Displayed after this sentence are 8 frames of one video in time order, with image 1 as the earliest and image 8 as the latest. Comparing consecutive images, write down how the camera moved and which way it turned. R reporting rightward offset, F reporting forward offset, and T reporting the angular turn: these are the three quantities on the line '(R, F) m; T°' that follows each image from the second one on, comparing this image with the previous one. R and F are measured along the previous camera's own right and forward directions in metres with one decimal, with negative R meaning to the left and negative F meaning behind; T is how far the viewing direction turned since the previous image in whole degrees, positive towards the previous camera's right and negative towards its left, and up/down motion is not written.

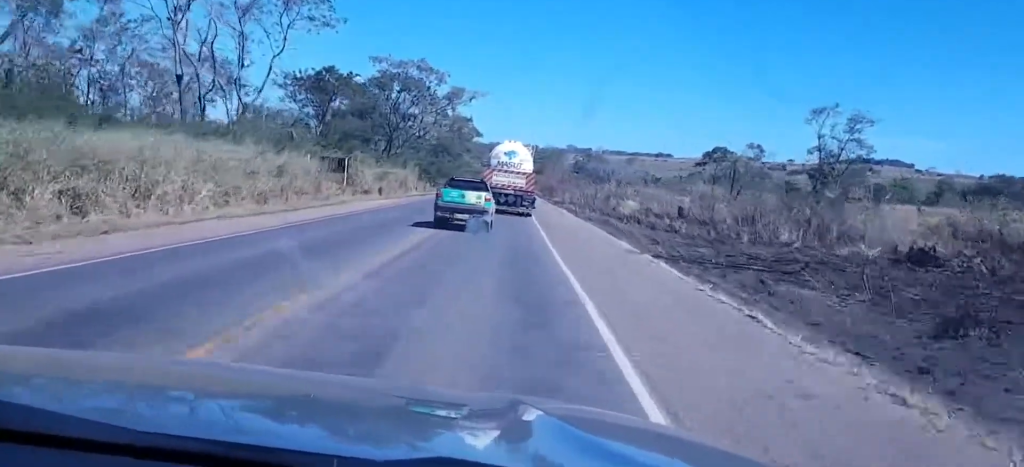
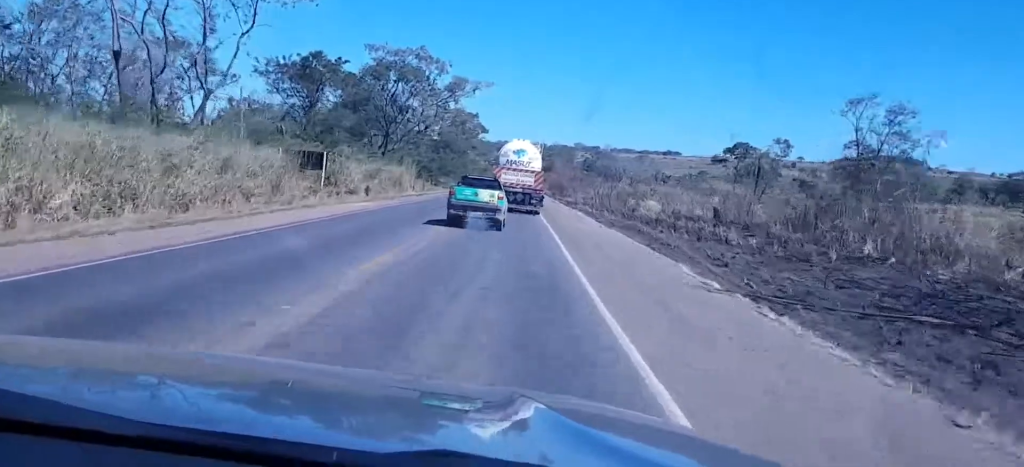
(-0.2, +10.0) m; -1°
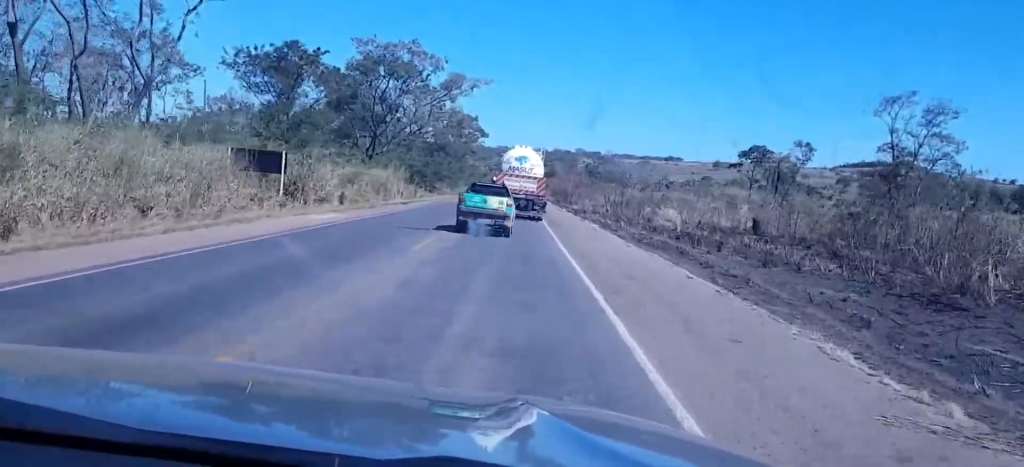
(-0.1, +9.1) m; -1°
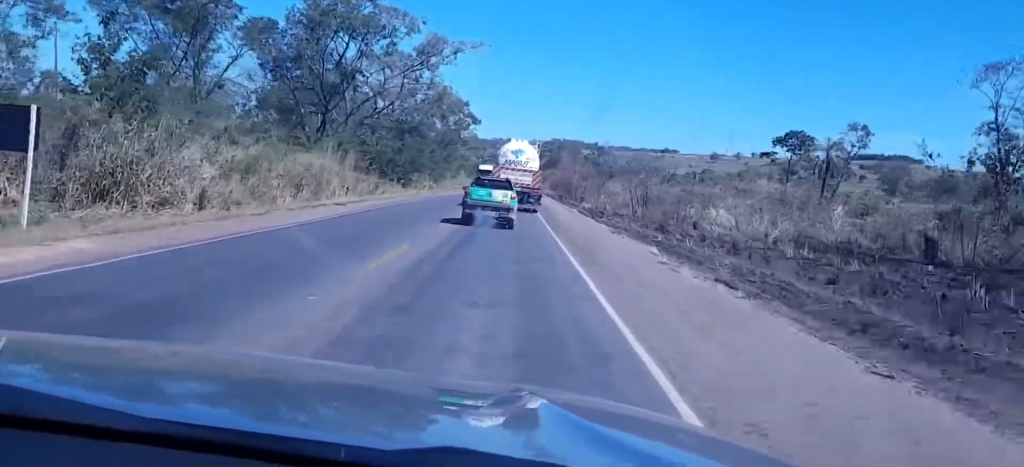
(-0.2, +21.2) m; +1°
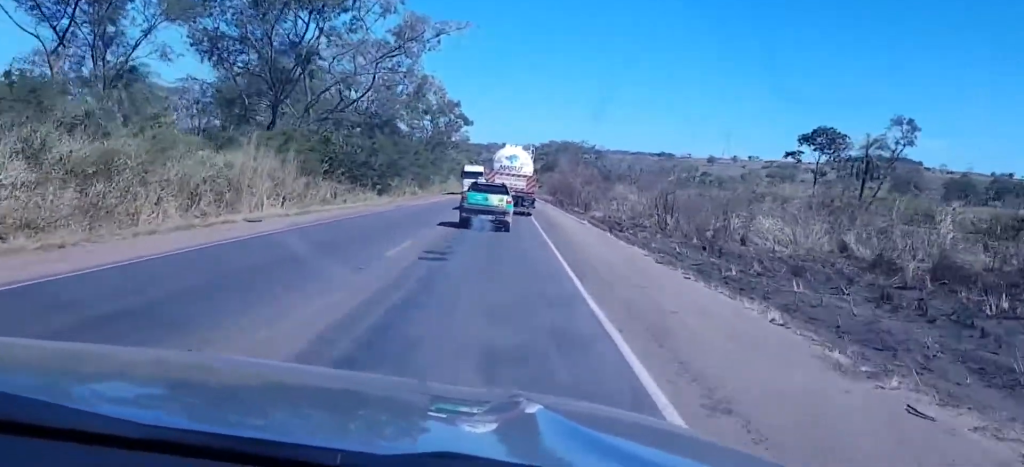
(+0.2, +13.1) m; +1°
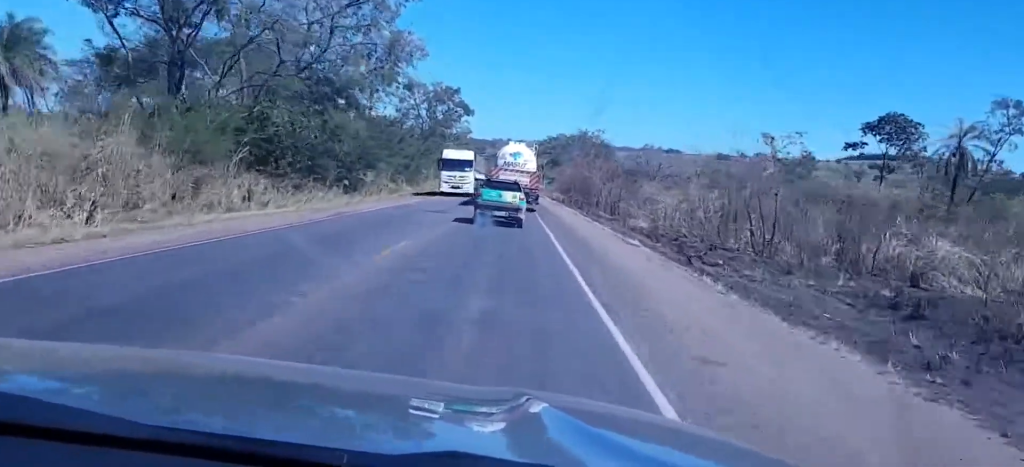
(0.0, +17.3) m; 0°
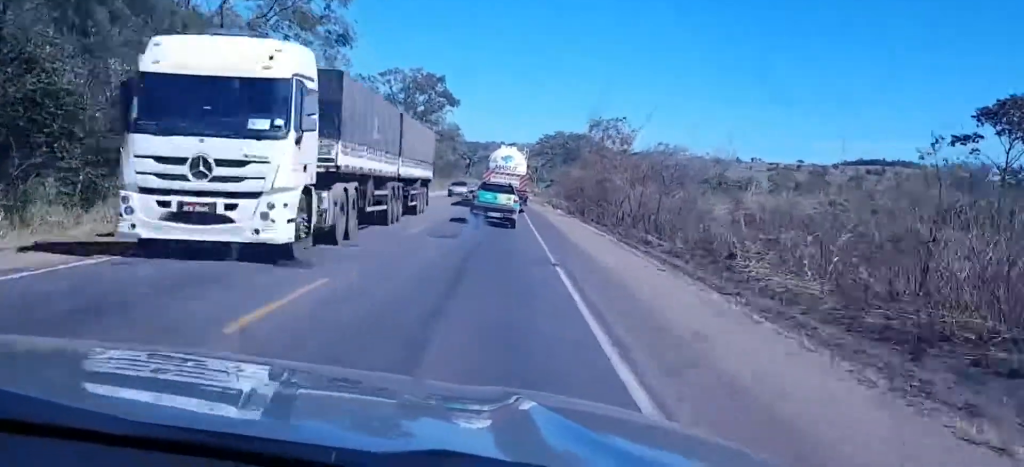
(+0.1, +22.9) m; 0°
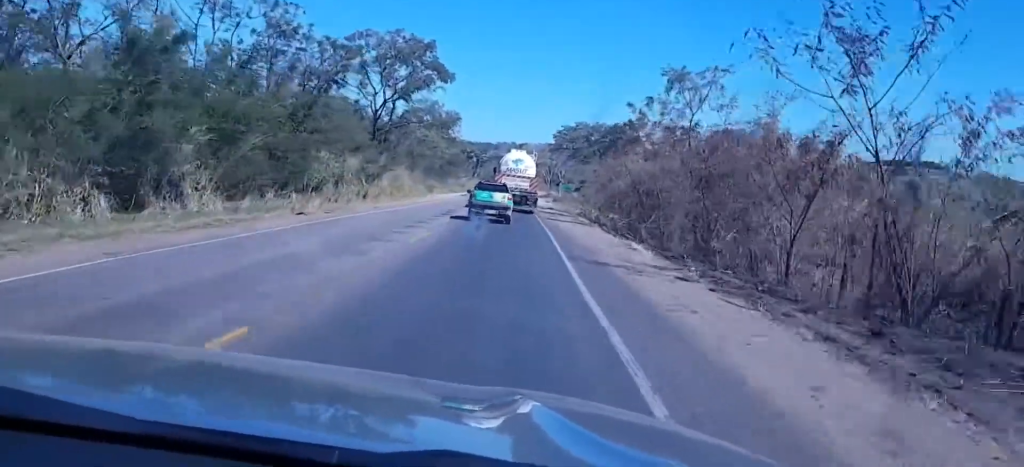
(+0.4, +36.1) m; 0°
